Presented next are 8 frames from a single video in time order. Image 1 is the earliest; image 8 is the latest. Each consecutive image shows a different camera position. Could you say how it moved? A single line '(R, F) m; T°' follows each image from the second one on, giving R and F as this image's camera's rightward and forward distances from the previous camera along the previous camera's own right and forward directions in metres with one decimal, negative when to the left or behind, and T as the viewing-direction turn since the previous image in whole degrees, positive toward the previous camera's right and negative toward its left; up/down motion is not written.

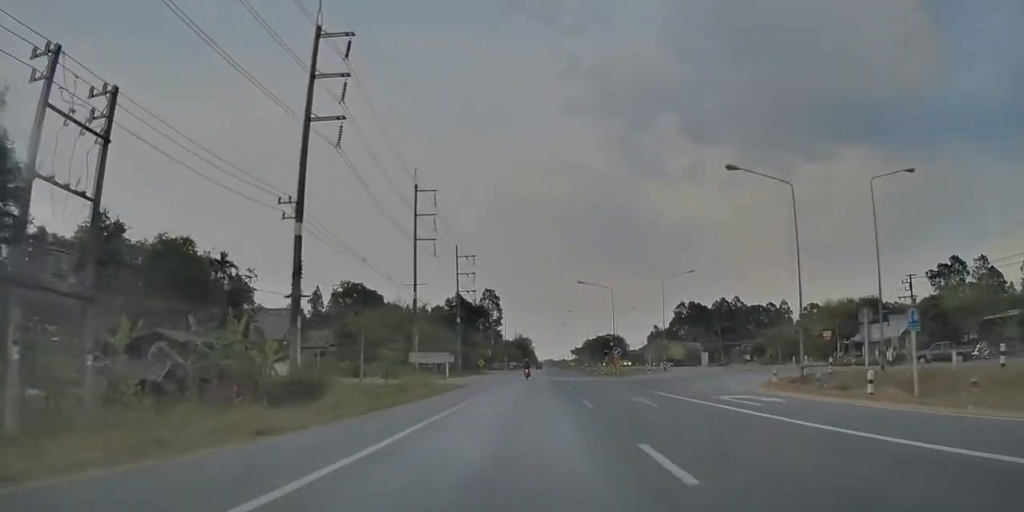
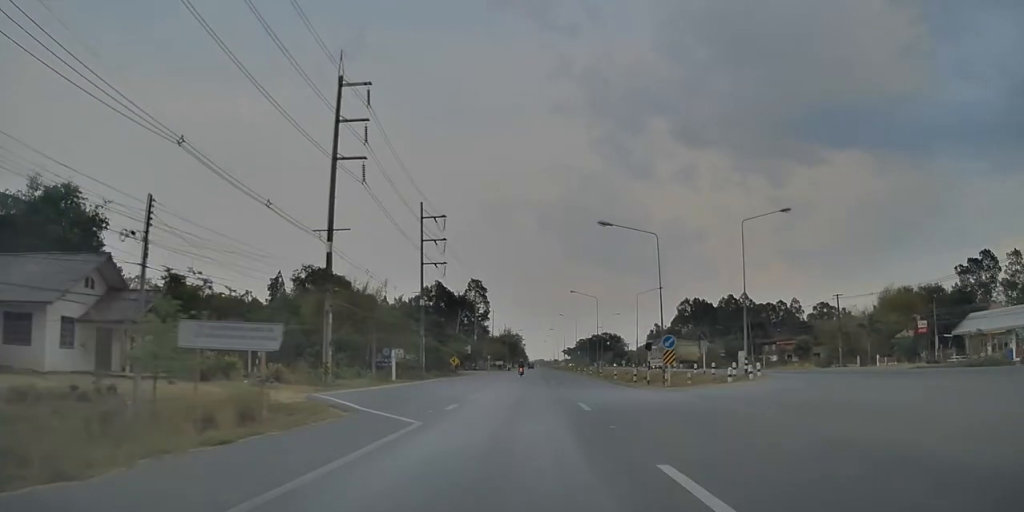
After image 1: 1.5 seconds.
(+0.3, +24.9) m; 0°
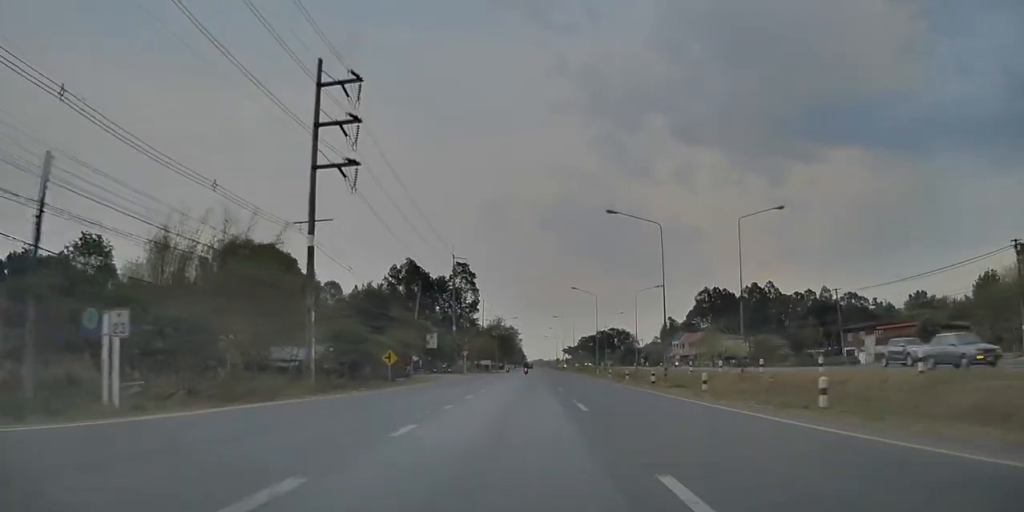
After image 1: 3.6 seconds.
(0.0, +35.5) m; +1°
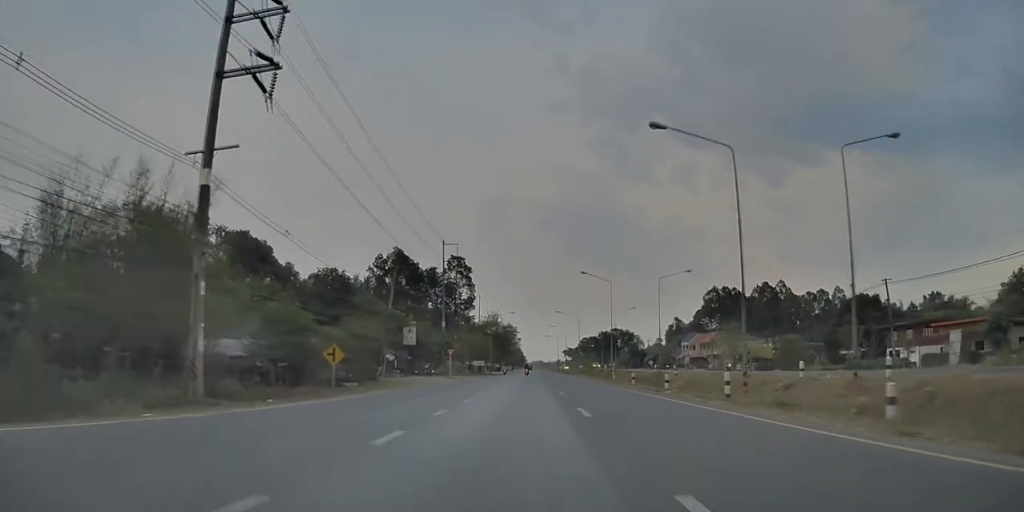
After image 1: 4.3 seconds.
(+0.2, +12.3) m; 0°
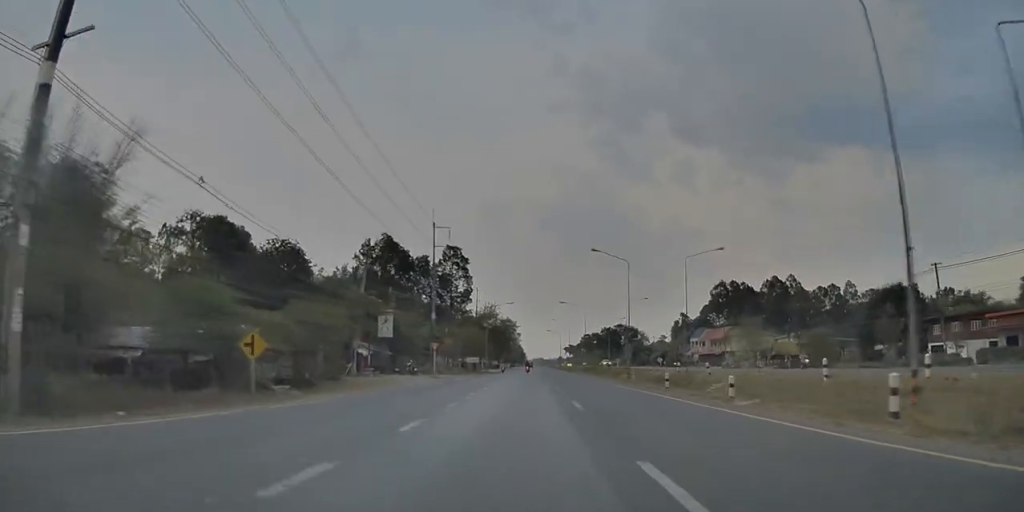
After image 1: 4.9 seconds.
(-0.1, +10.0) m; -1°
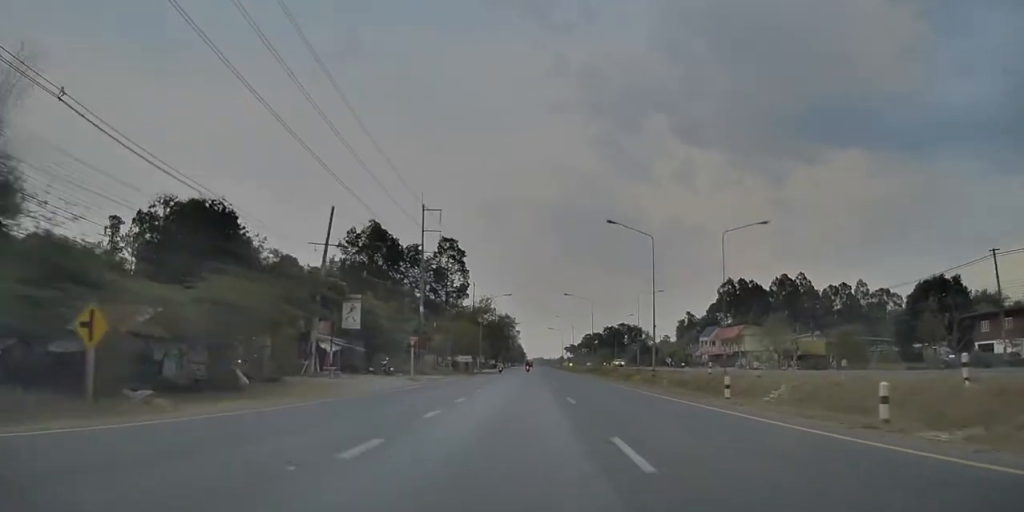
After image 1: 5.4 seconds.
(-0.1, +8.9) m; 0°
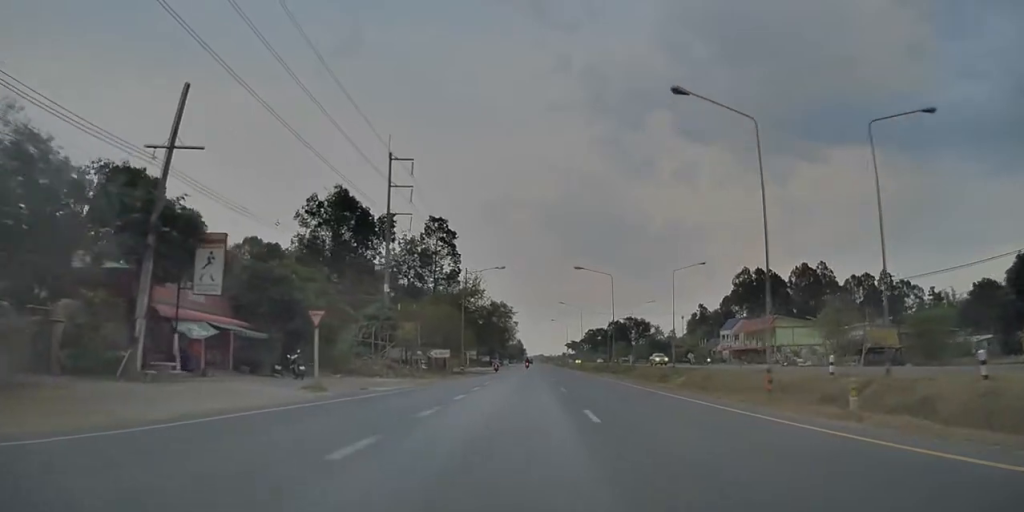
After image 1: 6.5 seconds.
(-0.1, +17.9) m; +1°
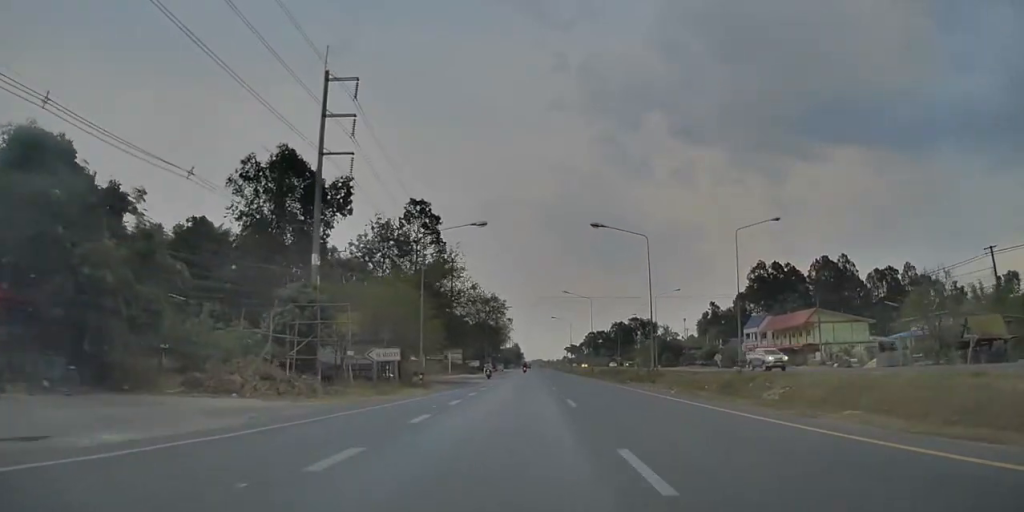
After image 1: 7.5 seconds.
(+0.5, +18.0) m; +1°
